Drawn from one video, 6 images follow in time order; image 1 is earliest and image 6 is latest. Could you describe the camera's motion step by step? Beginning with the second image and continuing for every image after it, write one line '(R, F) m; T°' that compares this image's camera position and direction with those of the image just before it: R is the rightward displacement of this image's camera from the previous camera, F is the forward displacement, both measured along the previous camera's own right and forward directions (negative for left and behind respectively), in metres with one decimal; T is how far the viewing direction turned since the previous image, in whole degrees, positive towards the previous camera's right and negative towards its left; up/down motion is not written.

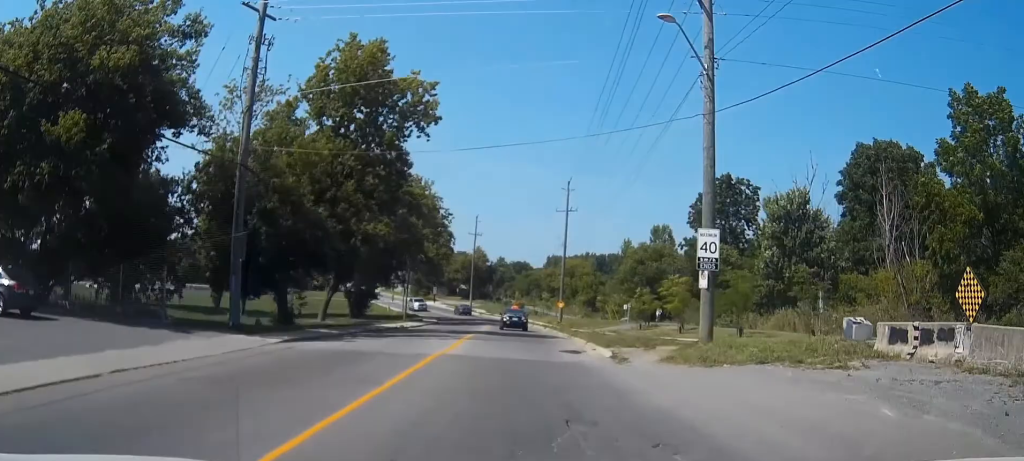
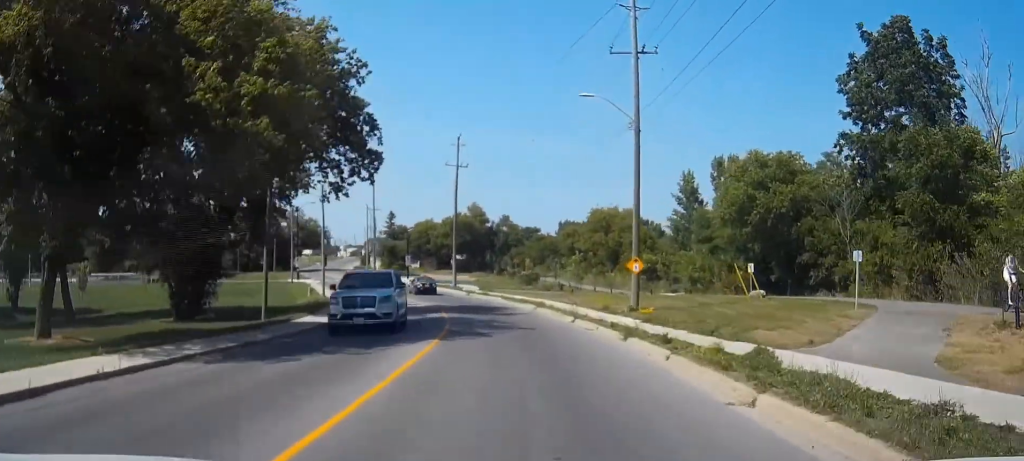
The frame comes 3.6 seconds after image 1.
(0.0, +43.6) m; 0°
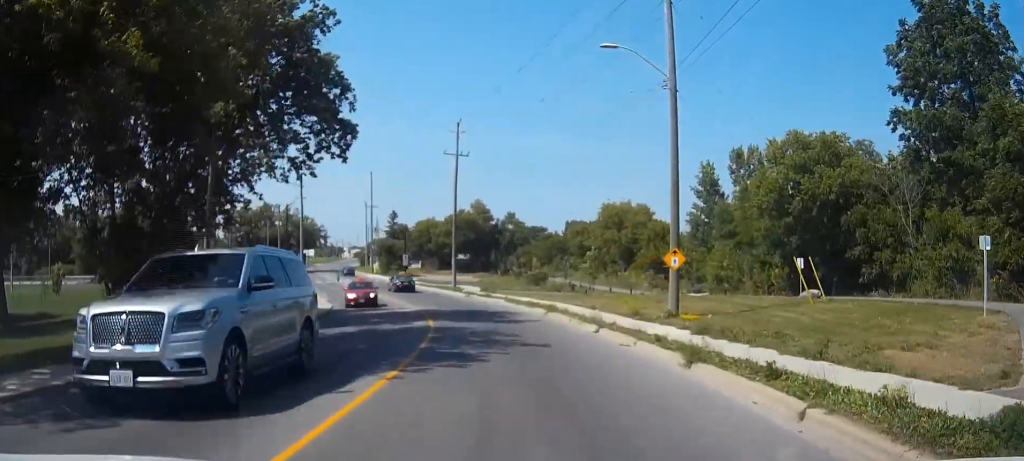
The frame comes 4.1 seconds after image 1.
(0.0, +6.6) m; 0°
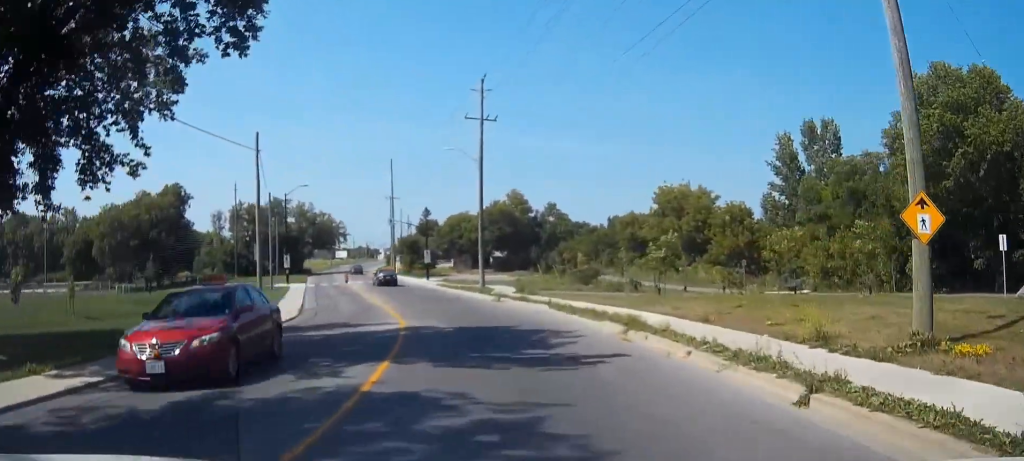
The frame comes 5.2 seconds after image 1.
(0.0, +13.5) m; 0°
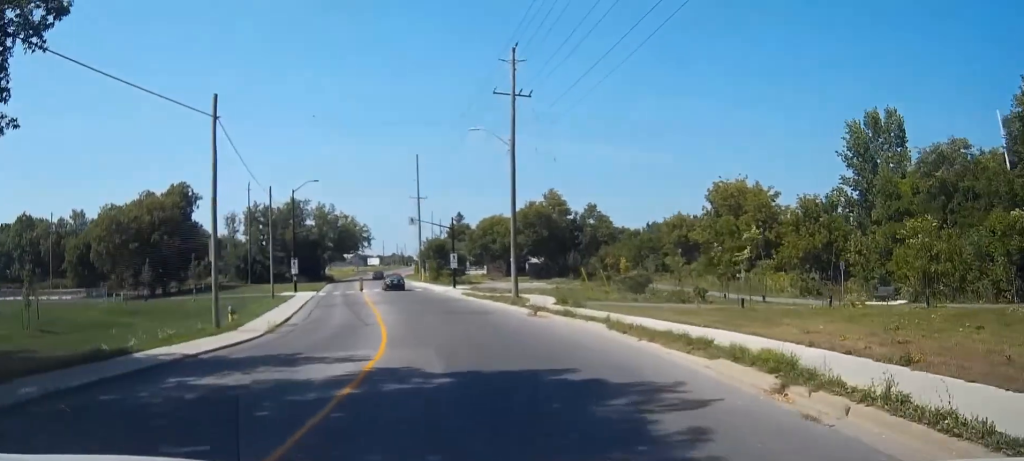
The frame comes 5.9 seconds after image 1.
(0.0, +8.2) m; 0°
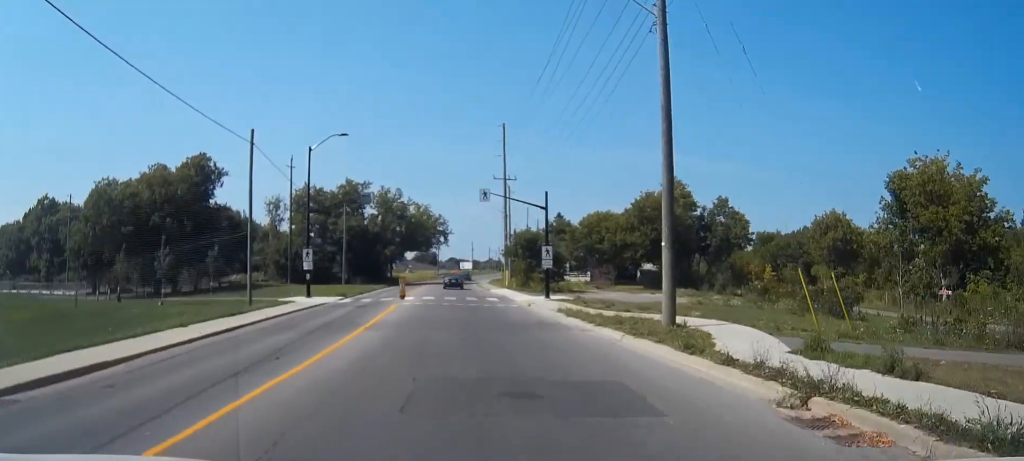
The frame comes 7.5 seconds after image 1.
(0.0, +20.2) m; 0°
